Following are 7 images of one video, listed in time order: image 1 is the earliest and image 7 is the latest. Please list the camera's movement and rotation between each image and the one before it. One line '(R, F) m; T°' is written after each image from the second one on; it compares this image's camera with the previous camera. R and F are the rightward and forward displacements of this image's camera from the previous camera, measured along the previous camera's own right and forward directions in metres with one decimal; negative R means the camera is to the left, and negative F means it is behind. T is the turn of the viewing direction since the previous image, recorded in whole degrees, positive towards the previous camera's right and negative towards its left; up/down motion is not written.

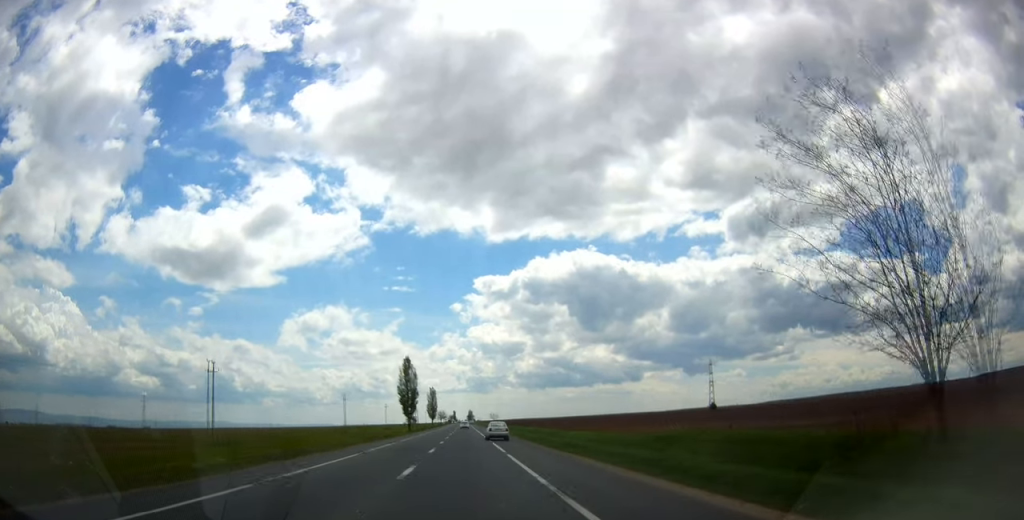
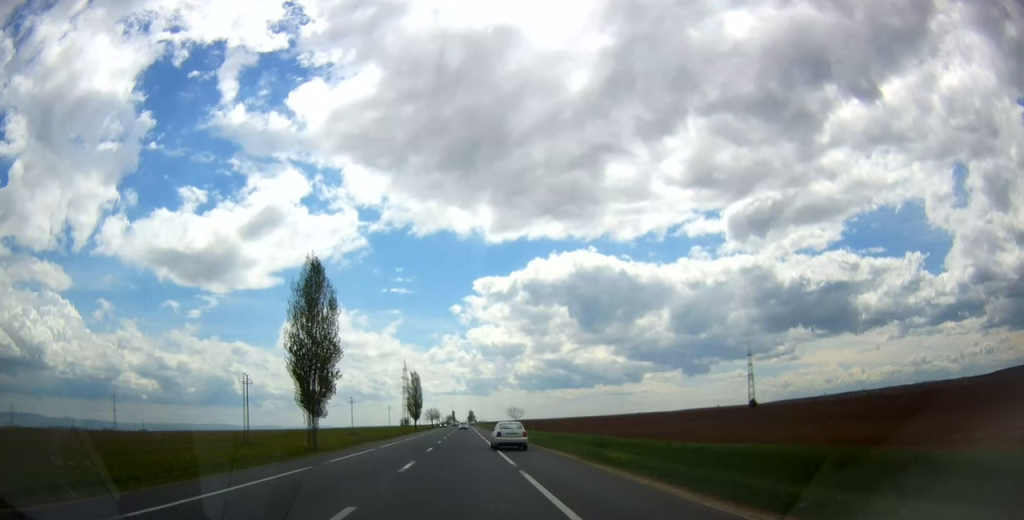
(+0.3, +68.2) m; +1°
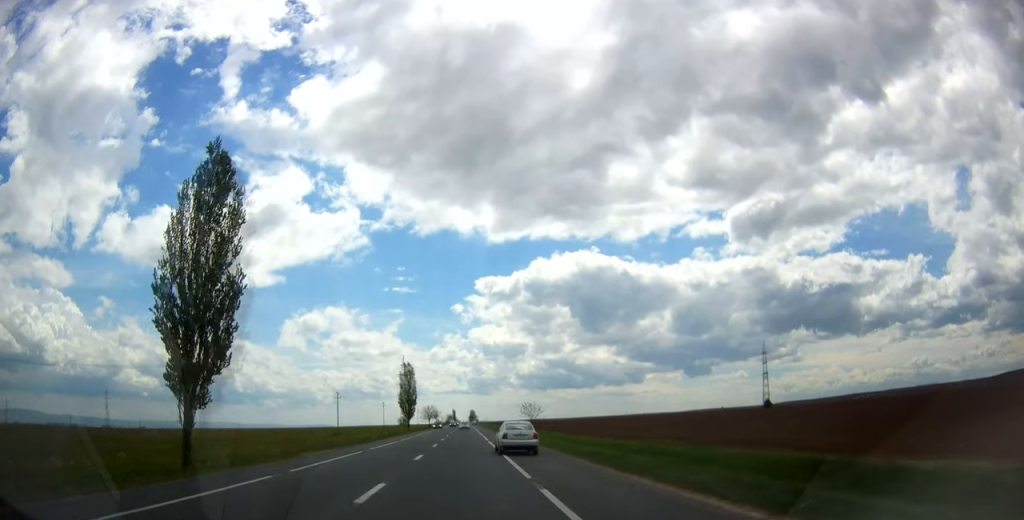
(+0.1, +19.5) m; 0°
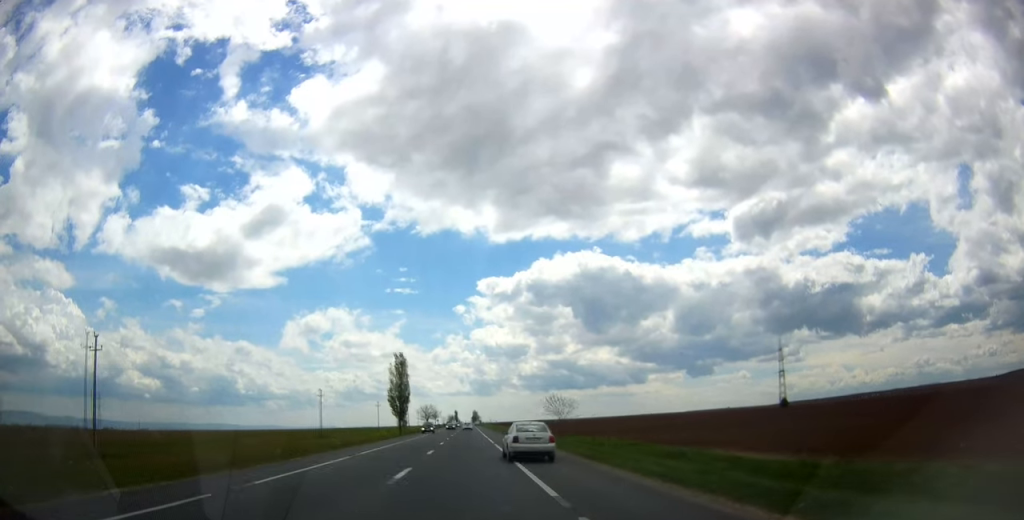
(0.0, +19.3) m; -1°
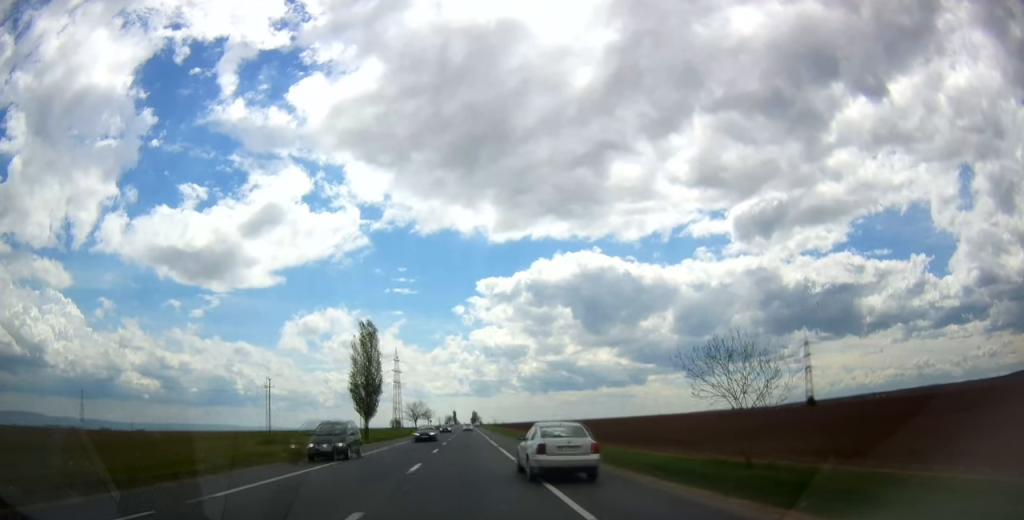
(-0.3, +33.0) m; -1°
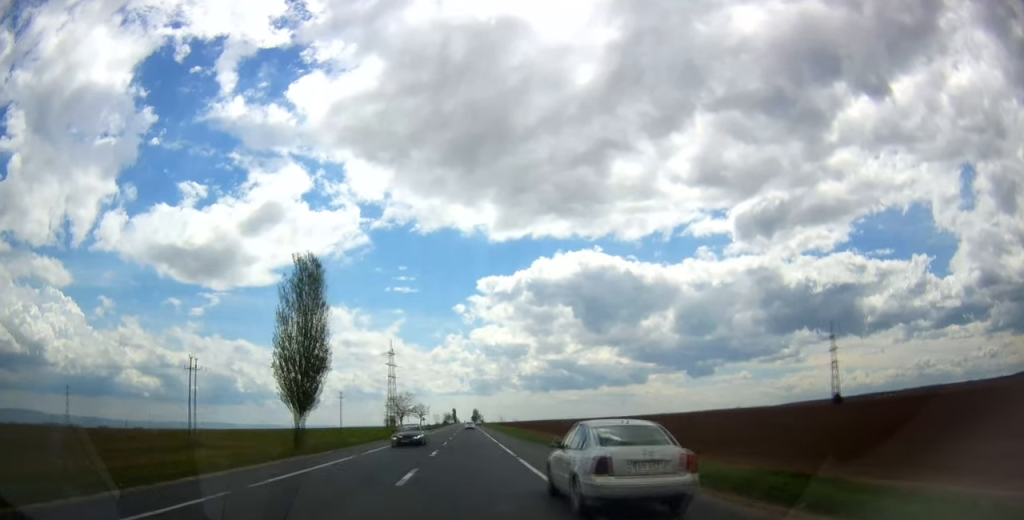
(-0.2, +25.9) m; 0°
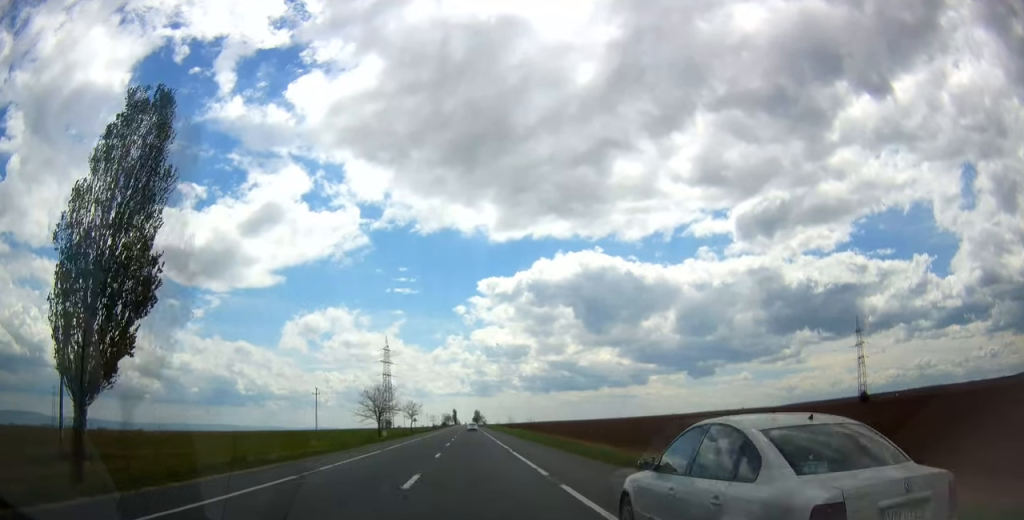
(+0.2, +24.5) m; 0°
